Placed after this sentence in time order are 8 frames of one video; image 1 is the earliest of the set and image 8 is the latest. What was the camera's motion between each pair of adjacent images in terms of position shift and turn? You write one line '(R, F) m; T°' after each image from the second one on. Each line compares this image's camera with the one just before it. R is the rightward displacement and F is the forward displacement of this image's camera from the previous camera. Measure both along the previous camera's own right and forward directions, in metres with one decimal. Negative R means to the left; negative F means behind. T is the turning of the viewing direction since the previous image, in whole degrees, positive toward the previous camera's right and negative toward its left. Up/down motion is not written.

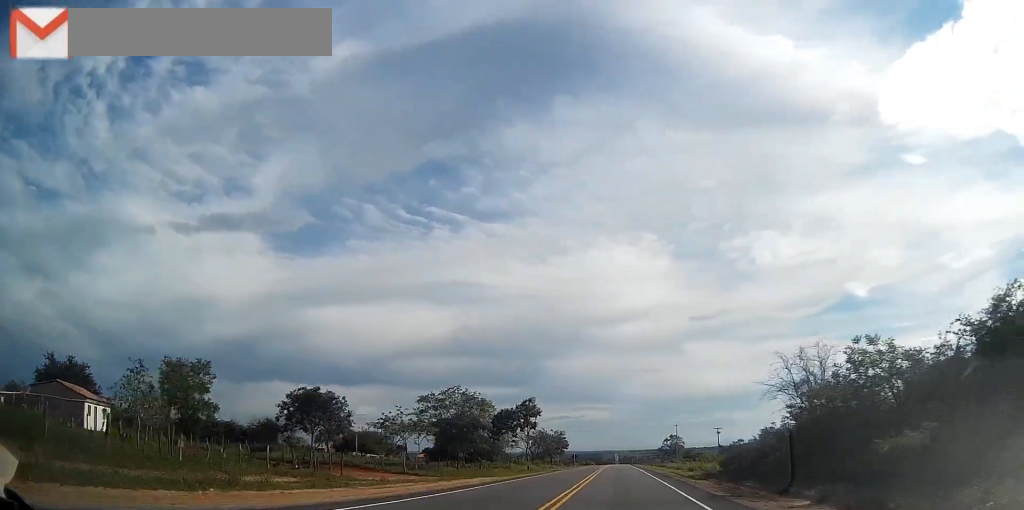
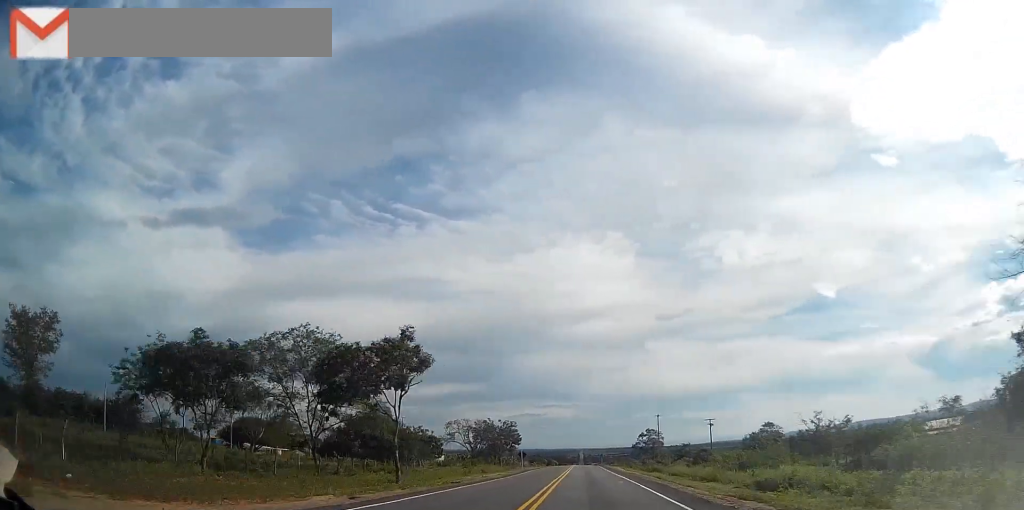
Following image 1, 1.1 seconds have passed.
(+1.7, +31.5) m; +4°
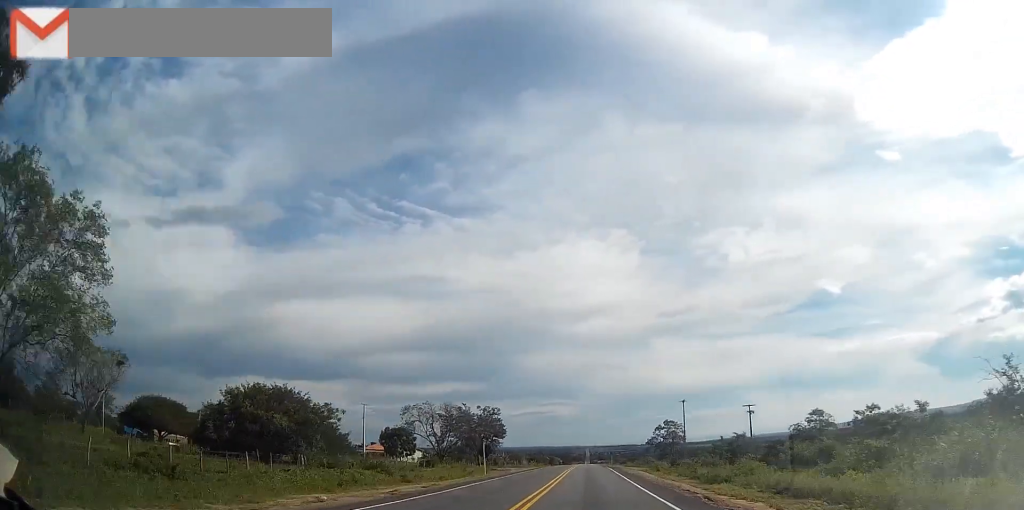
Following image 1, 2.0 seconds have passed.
(+0.1, +26.4) m; 0°
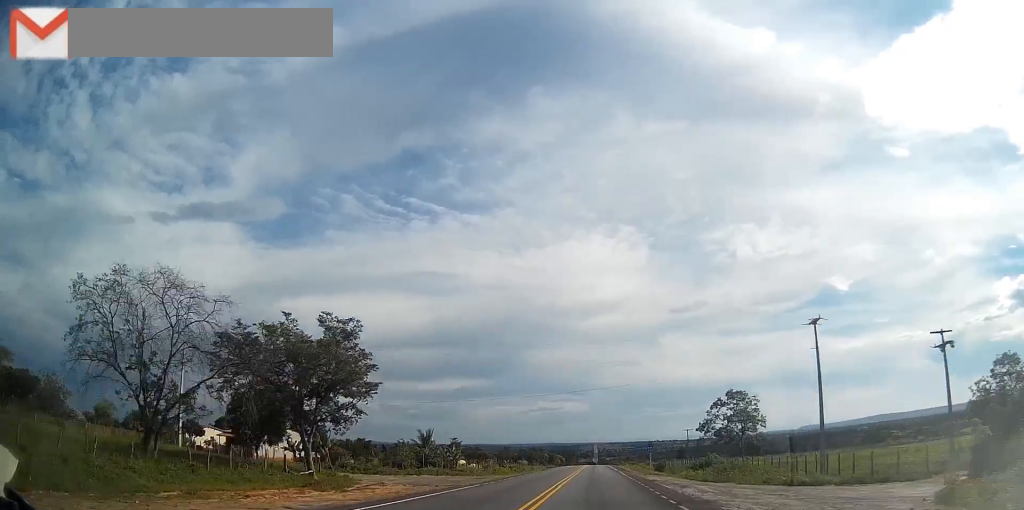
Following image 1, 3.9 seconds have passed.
(+0.6, +55.6) m; +1°
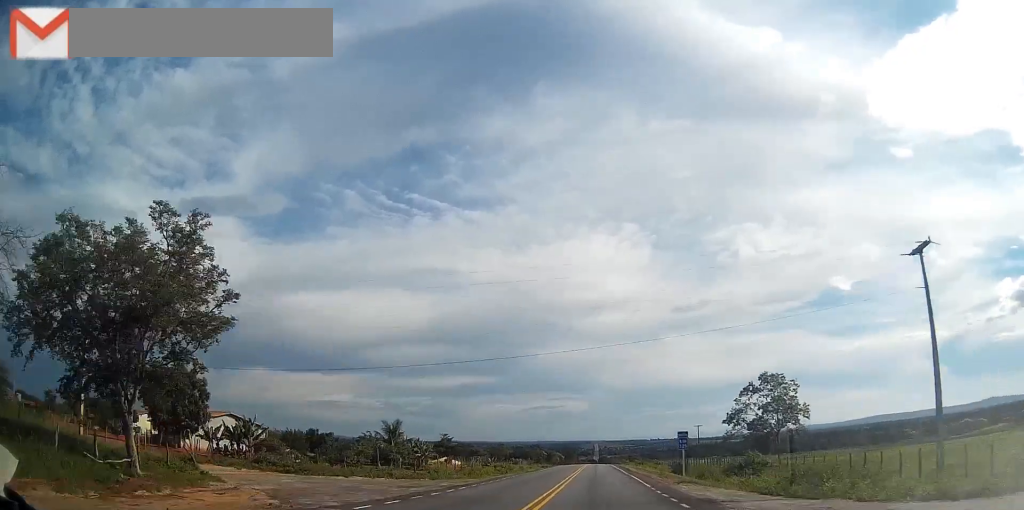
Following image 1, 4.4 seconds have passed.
(0.0, +14.6) m; 0°
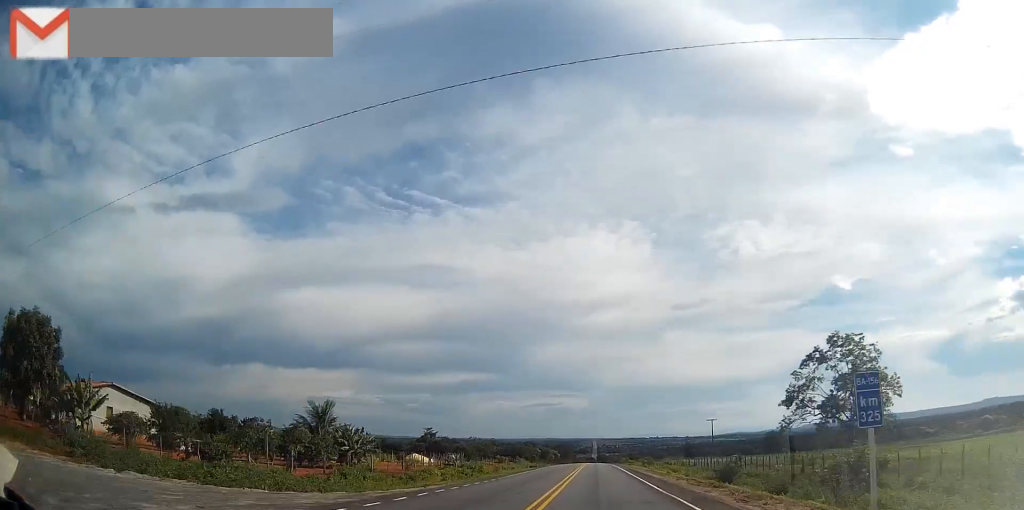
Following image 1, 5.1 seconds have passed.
(-0.2, +20.9) m; 0°
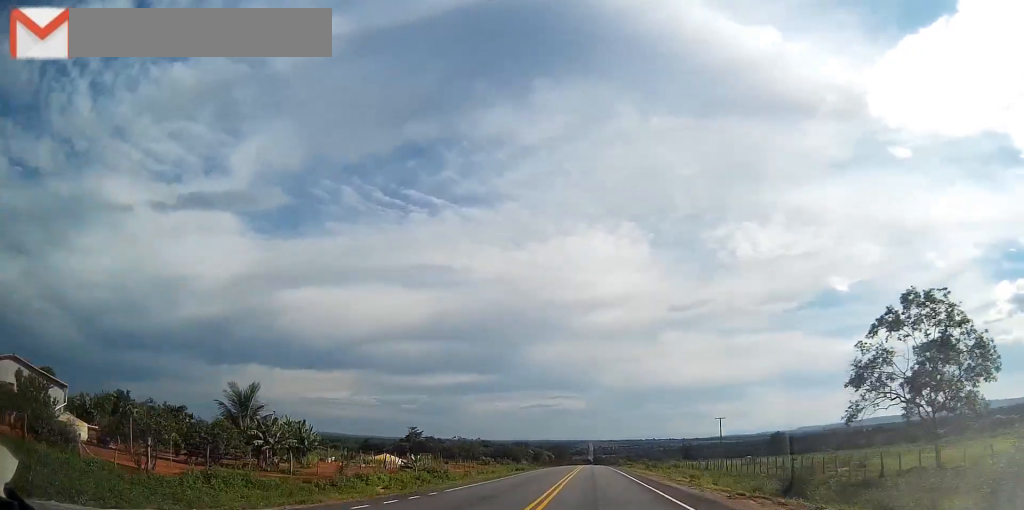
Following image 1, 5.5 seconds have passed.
(0.0, +12.5) m; 0°
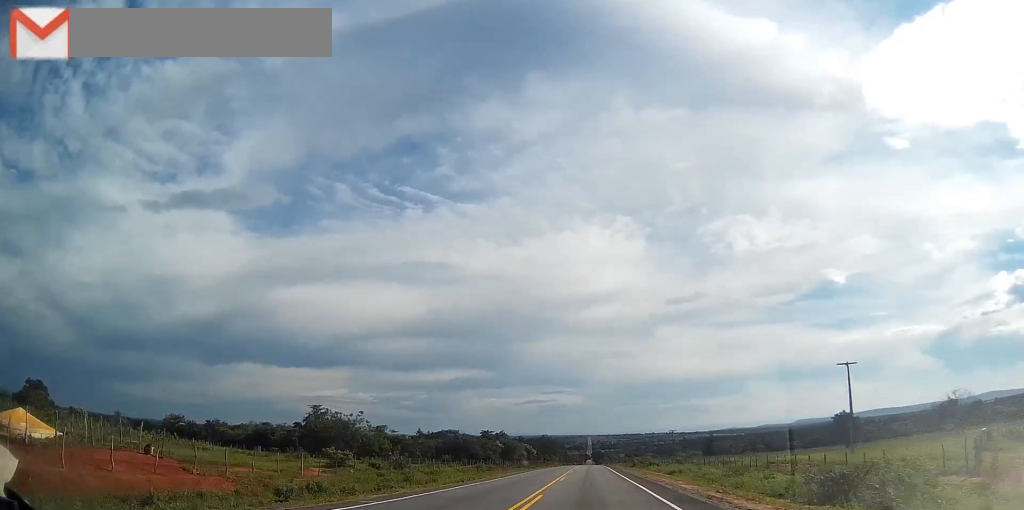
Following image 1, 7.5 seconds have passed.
(0.0, +64.1) m; 0°
